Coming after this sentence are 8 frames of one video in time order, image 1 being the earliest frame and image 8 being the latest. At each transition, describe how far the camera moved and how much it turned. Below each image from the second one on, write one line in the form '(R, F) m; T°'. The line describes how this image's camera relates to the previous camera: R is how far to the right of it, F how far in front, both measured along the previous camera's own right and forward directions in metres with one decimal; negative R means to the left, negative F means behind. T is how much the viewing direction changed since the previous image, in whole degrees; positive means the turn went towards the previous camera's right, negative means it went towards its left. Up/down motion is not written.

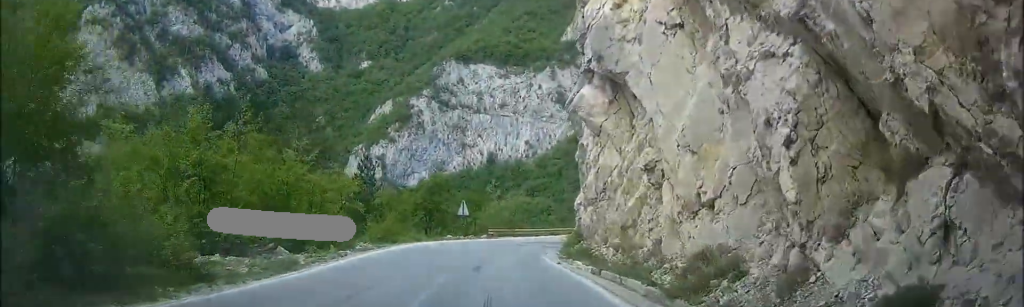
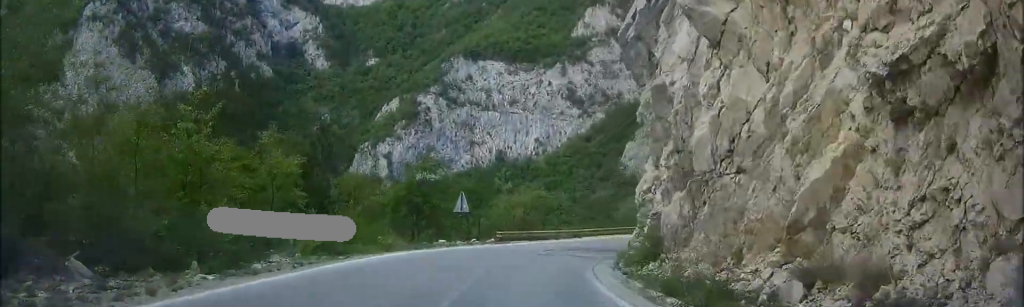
(-0.4, +11.6) m; -11°
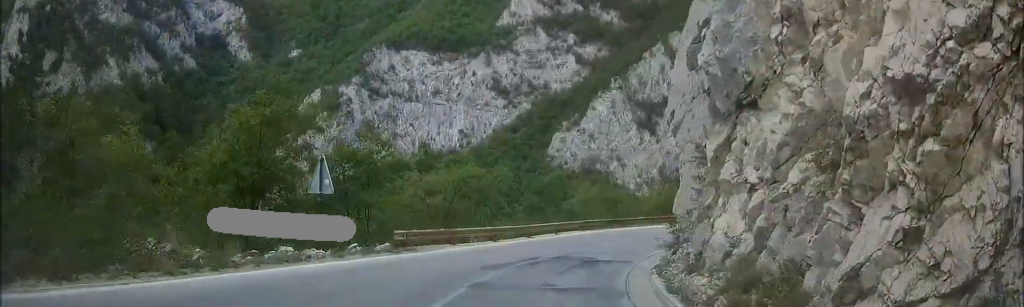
(-3.4, +15.0) m; -20°
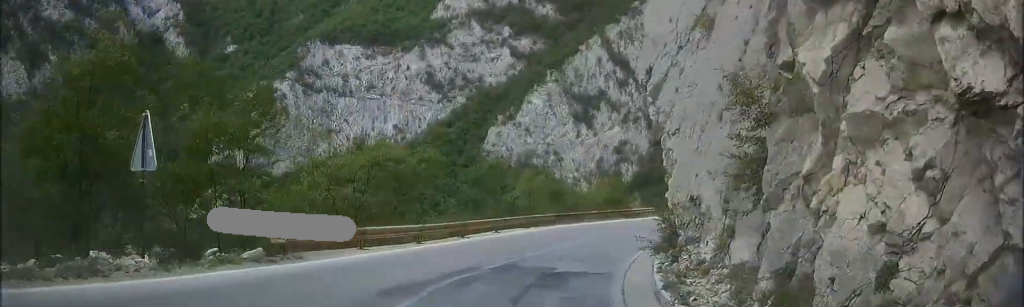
(-0.5, +7.2) m; -5°
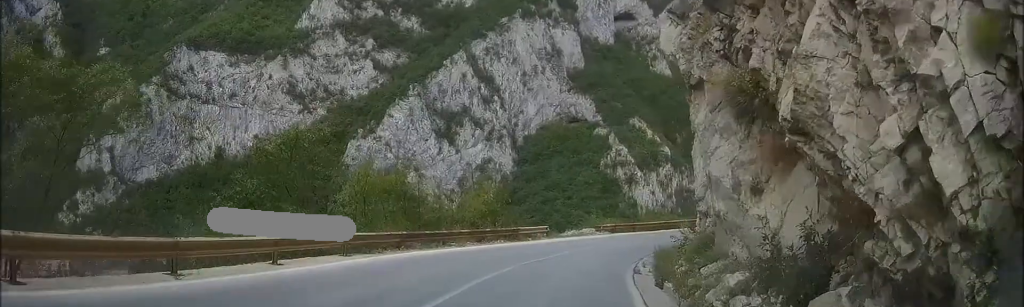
(+0.4, +17.8) m; +10°
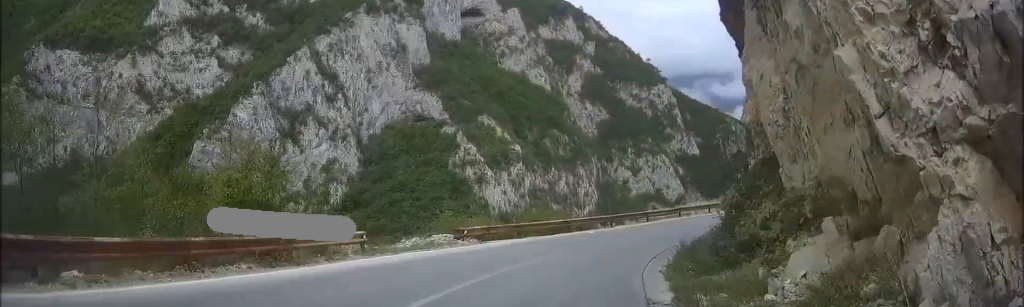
(+3.4, +19.7) m; +17°
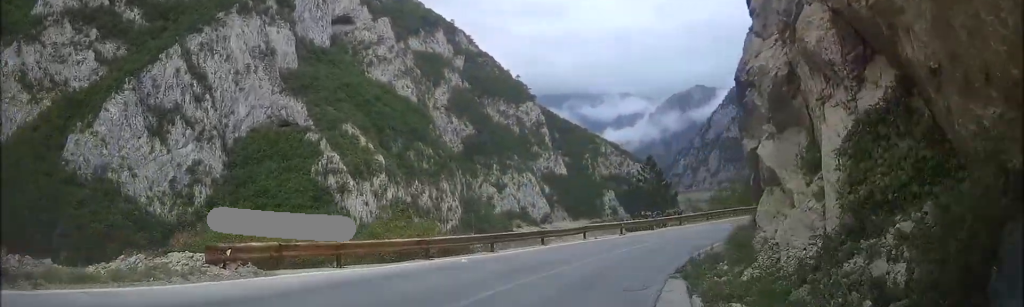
(+1.1, +12.1) m; +13°
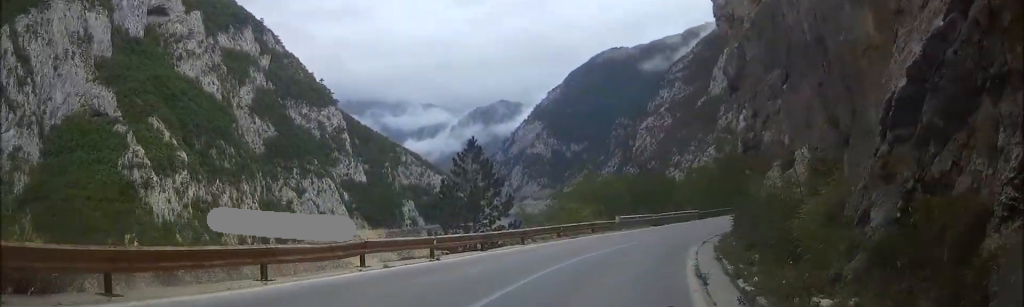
(+2.6, +14.3) m; +21°
